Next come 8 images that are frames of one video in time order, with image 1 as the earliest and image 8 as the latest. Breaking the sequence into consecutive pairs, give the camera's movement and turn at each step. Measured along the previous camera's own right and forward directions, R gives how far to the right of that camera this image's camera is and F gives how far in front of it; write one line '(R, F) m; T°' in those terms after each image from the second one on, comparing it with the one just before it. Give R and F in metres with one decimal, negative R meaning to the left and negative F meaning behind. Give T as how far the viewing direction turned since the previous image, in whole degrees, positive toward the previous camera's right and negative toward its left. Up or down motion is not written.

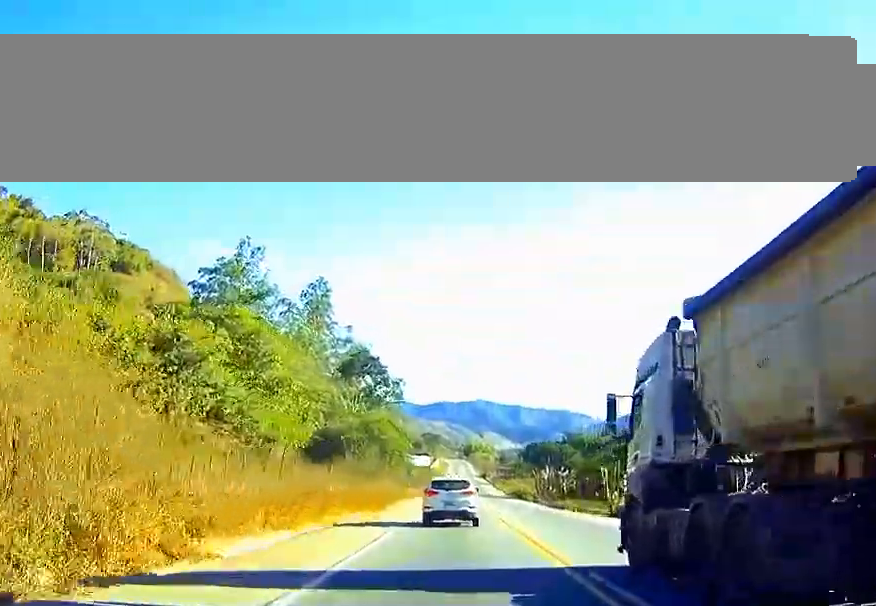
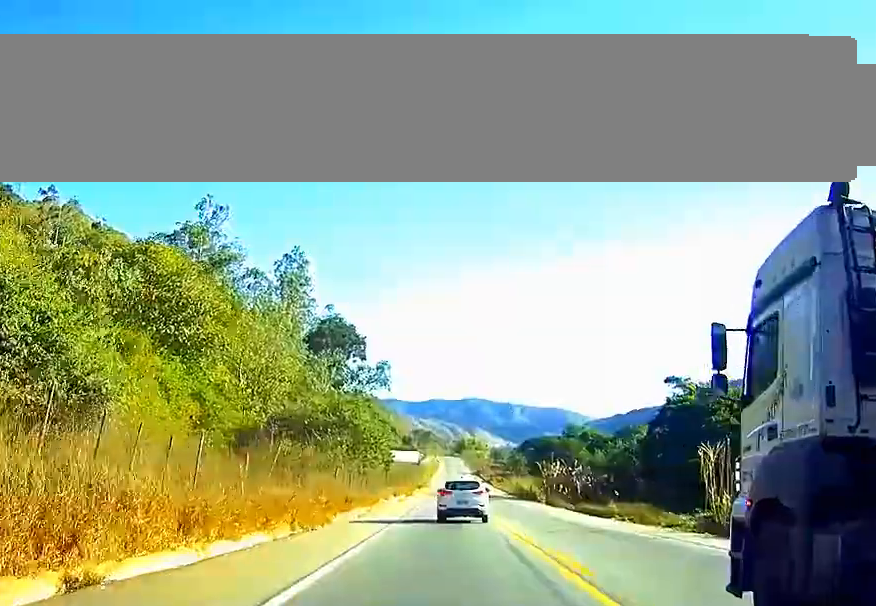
(+0.3, +20.5) m; +1°
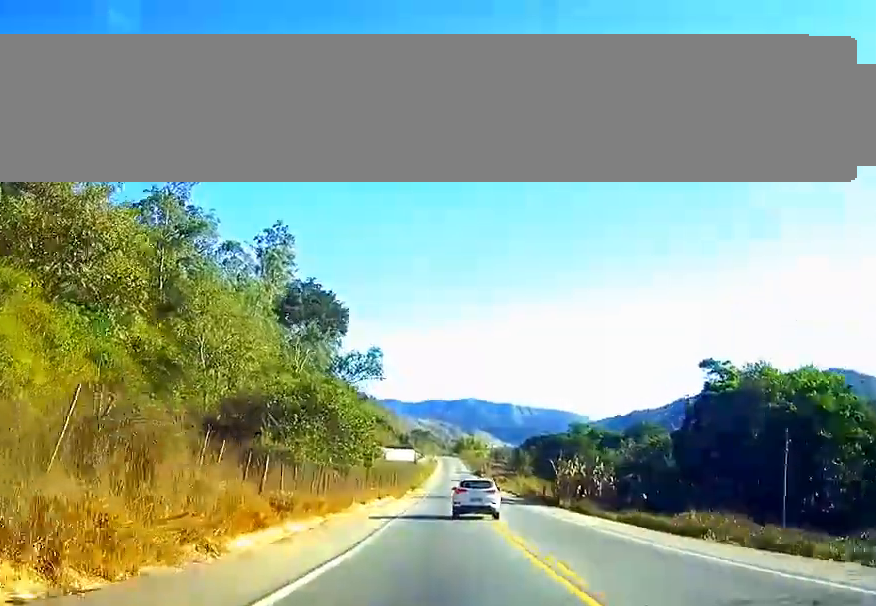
(+0.1, +15.9) m; 0°
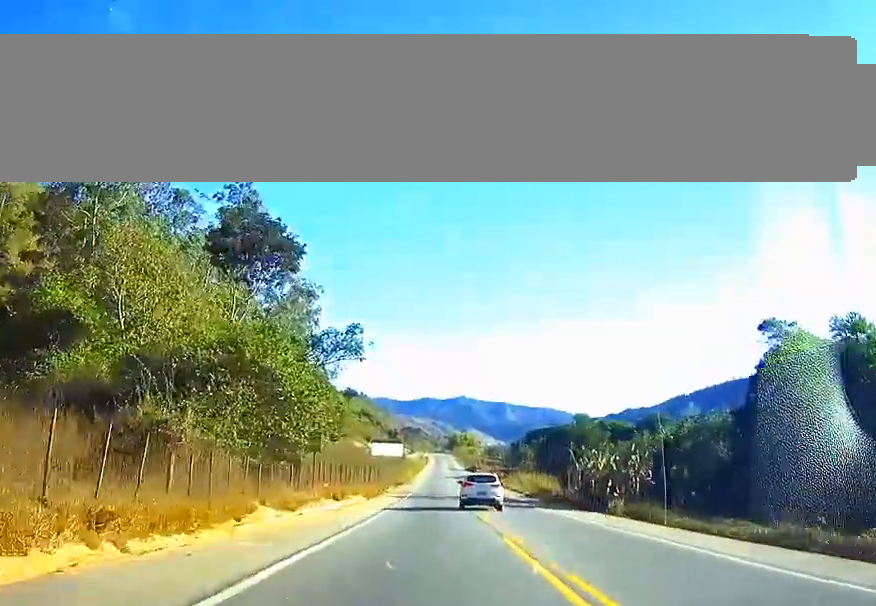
(0.0, +20.6) m; 0°
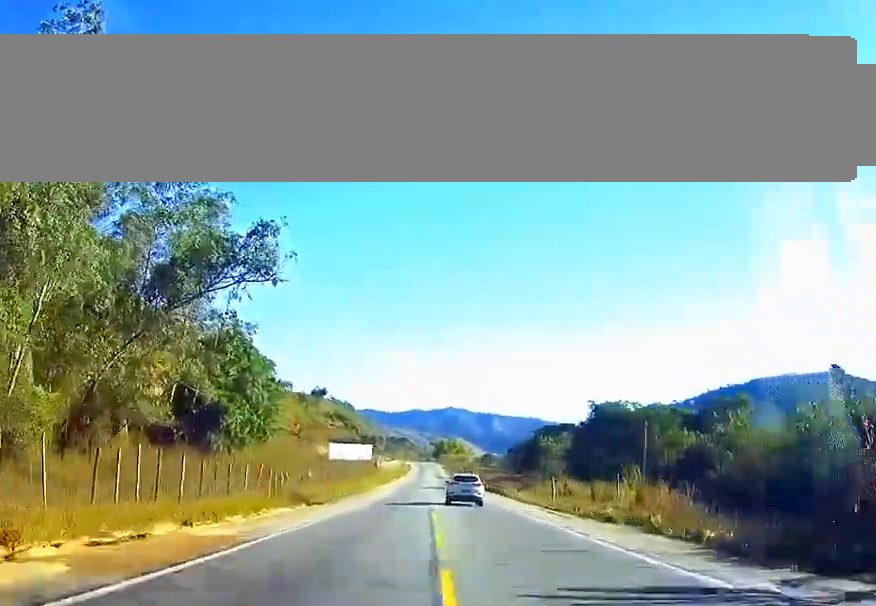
(+0.5, +54.8) m; 0°
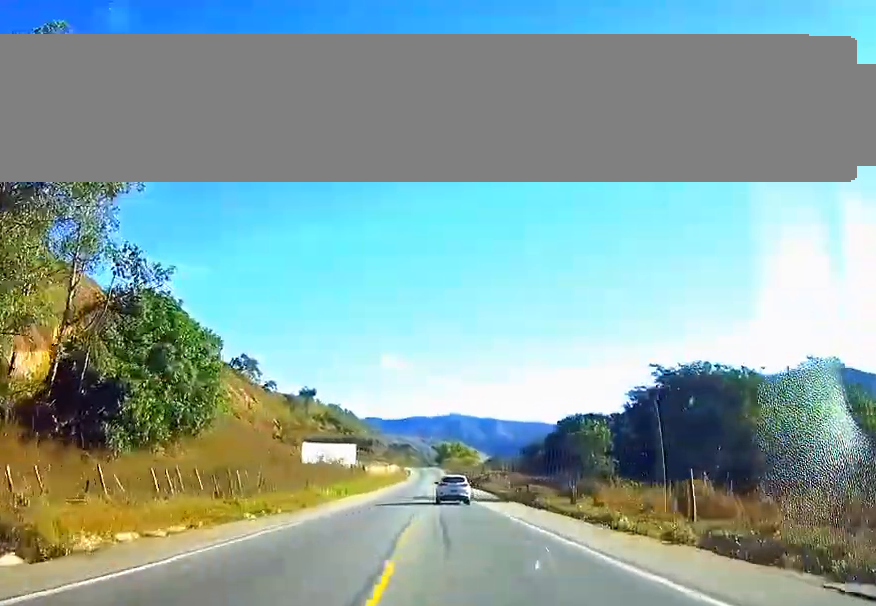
(0.0, +31.6) m; 0°
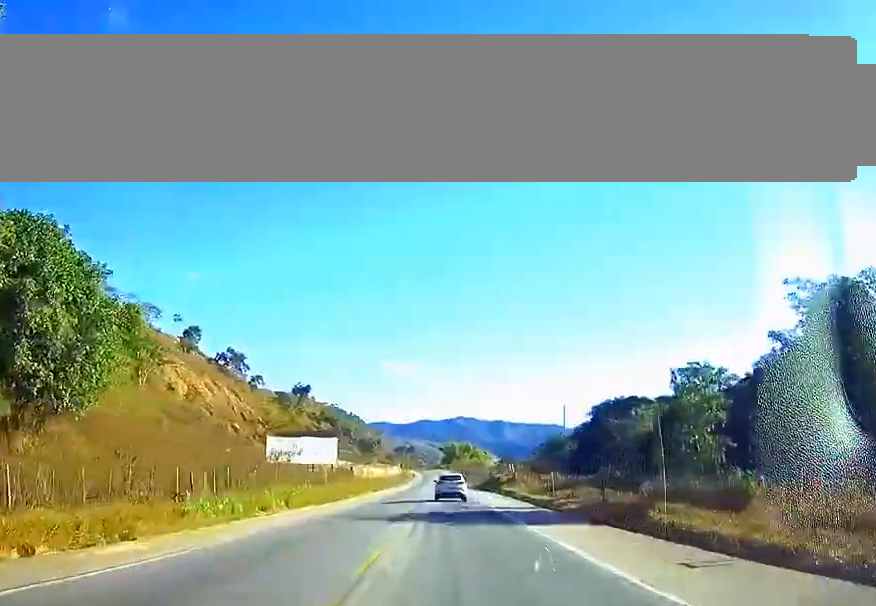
(0.0, +29.1) m; 0°
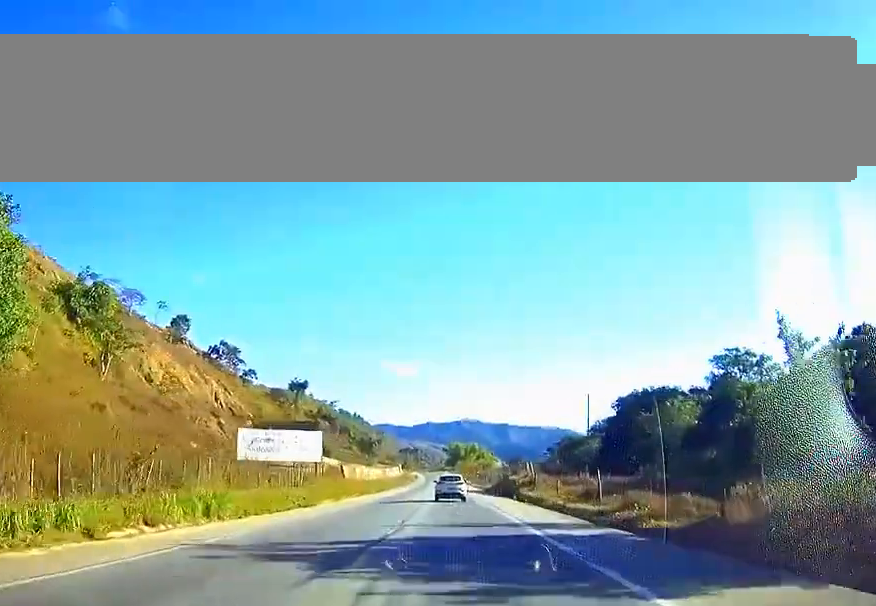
(0.0, +15.1) m; 0°
